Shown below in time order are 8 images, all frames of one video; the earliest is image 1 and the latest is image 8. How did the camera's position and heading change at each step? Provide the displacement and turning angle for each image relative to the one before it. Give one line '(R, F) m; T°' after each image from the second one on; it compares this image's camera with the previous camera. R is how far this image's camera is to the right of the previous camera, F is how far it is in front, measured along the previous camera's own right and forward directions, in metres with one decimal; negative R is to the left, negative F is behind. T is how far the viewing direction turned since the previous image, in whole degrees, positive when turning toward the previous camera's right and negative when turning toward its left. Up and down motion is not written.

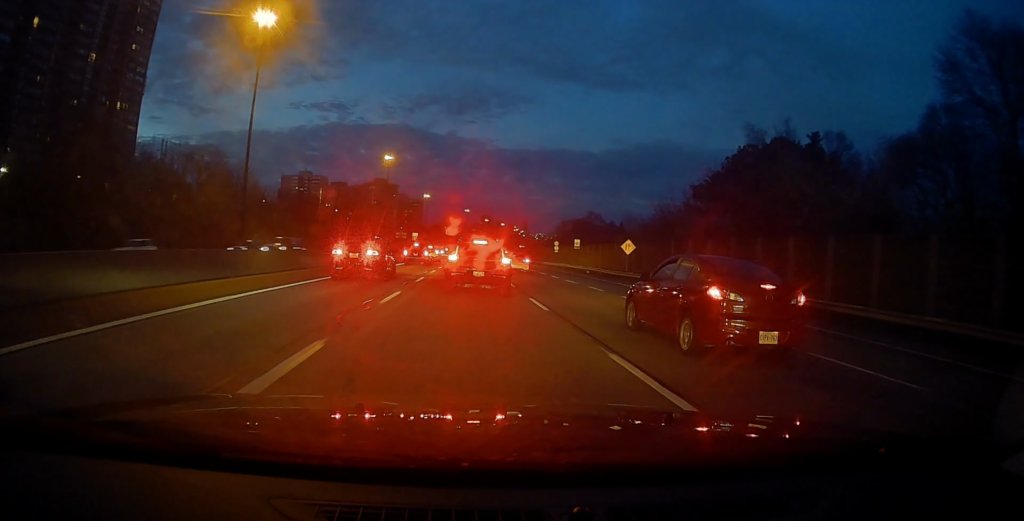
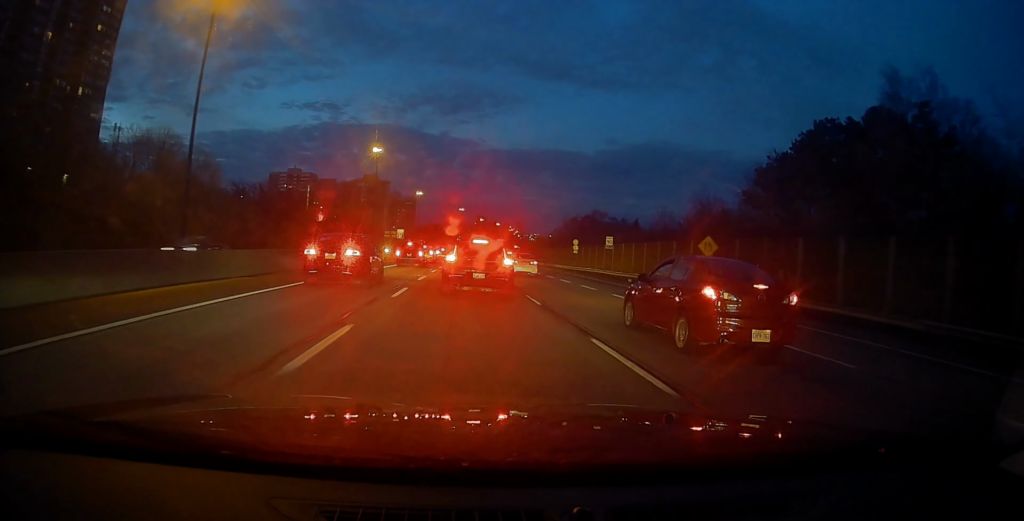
(+0.5, +16.8) m; -1°
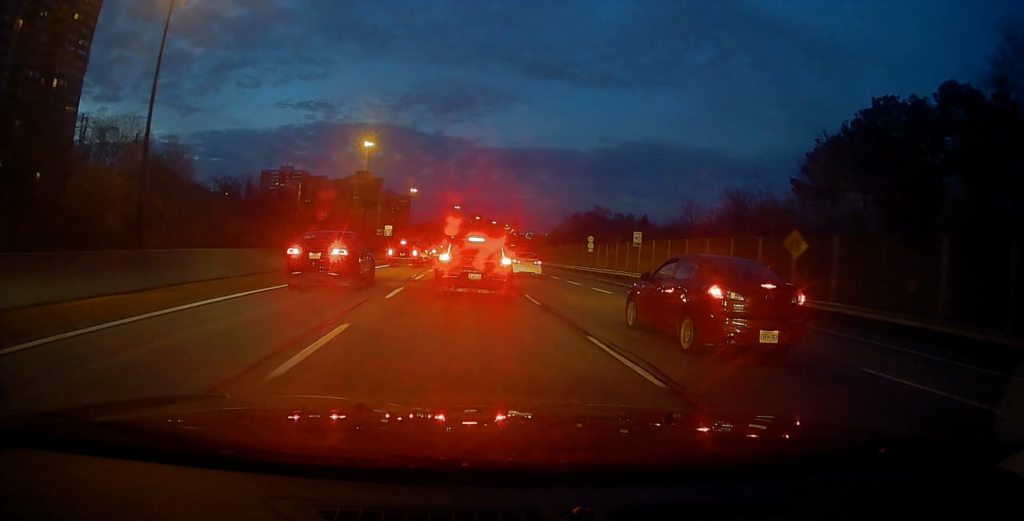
(-0.3, +9.6) m; -1°
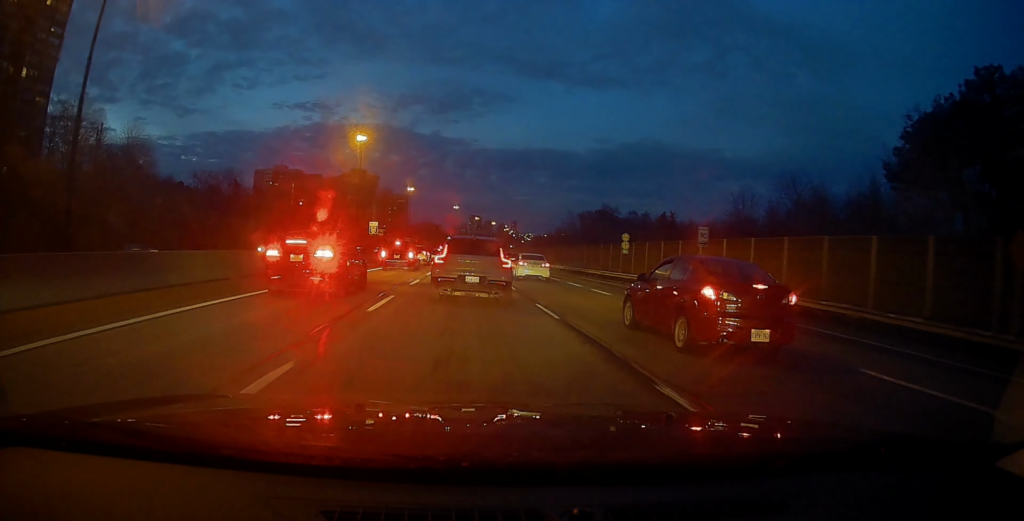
(+0.3, +12.5) m; +3°
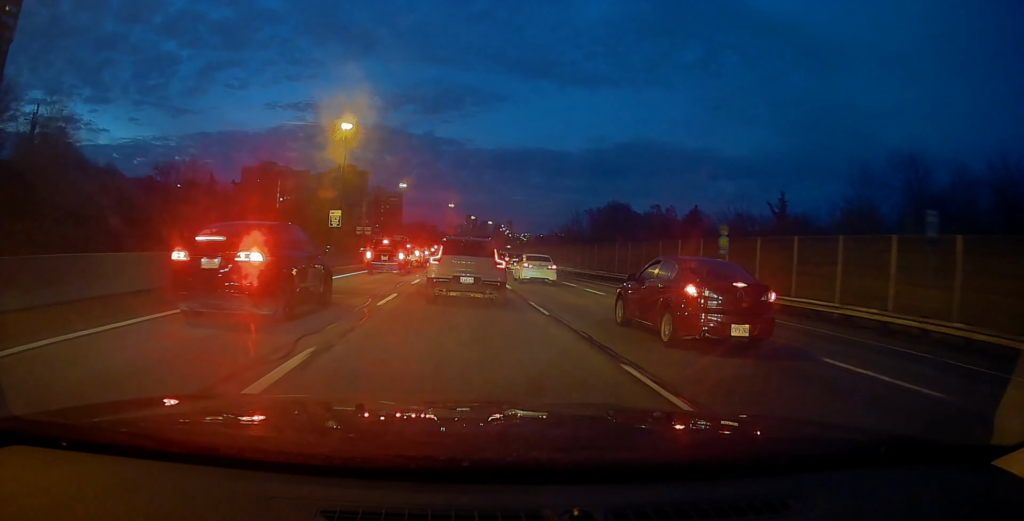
(0.0, +17.3) m; -2°
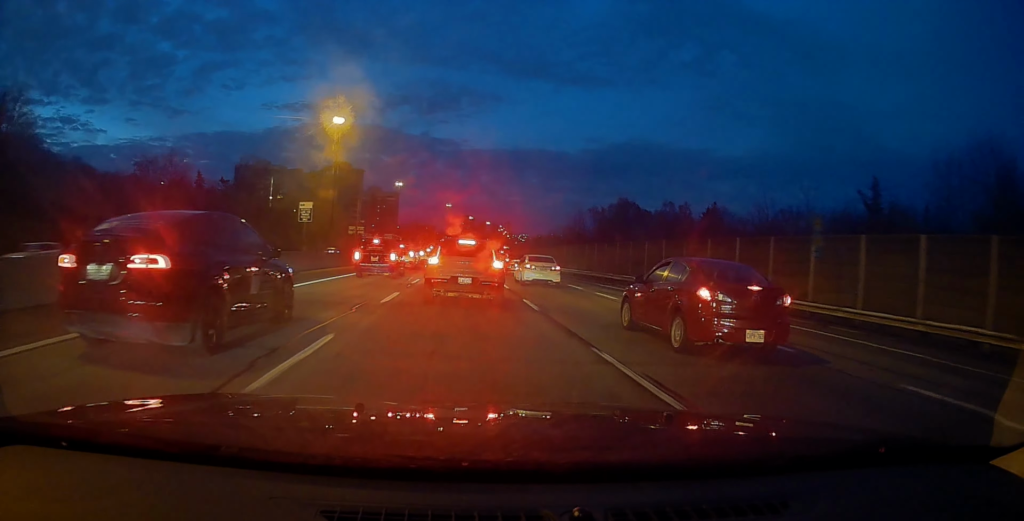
(0.0, +7.6) m; 0°
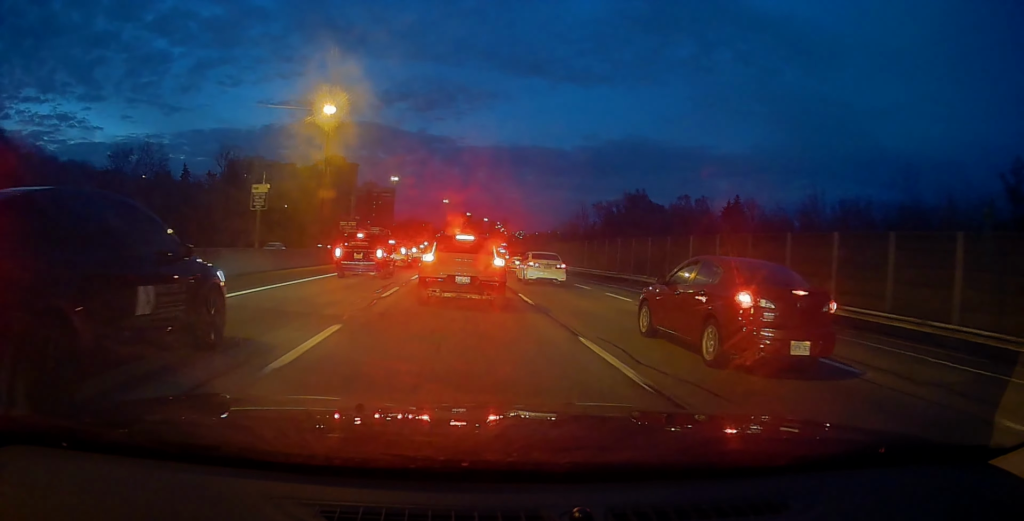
(0.0, +7.8) m; +2°
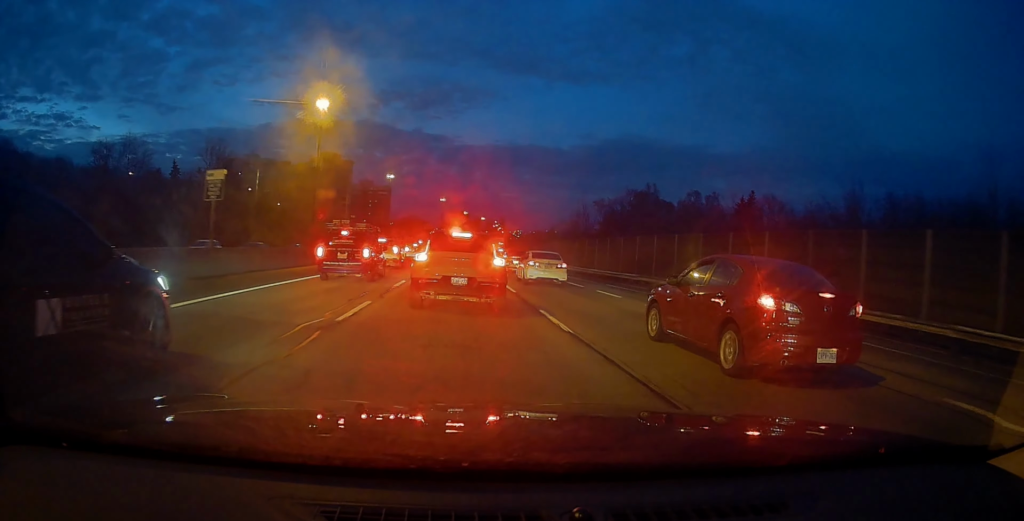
(+0.2, +5.2) m; +1°
